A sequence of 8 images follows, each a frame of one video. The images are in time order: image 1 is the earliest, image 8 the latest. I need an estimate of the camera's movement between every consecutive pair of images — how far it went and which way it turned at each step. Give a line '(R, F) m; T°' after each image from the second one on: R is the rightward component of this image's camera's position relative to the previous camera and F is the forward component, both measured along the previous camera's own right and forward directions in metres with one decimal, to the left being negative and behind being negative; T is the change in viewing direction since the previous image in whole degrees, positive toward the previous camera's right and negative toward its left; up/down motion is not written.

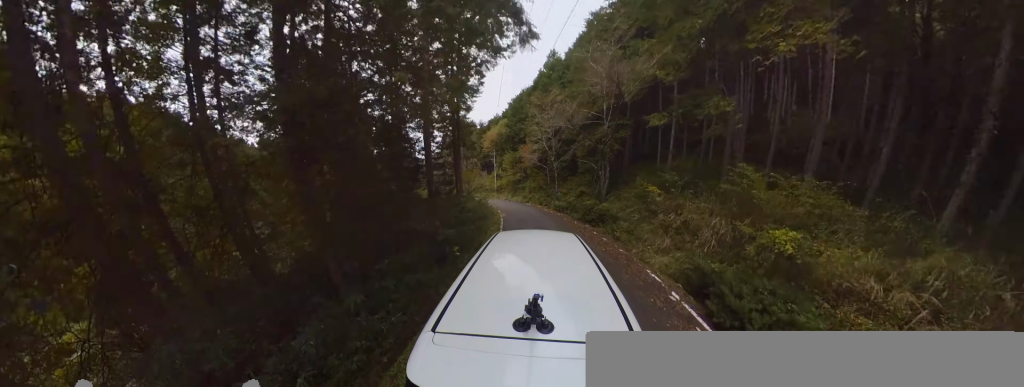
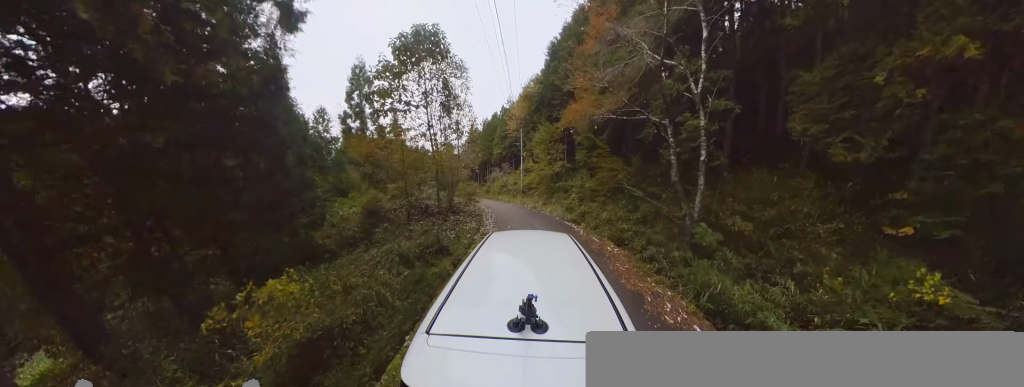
(-5.6, +14.1) m; -20°
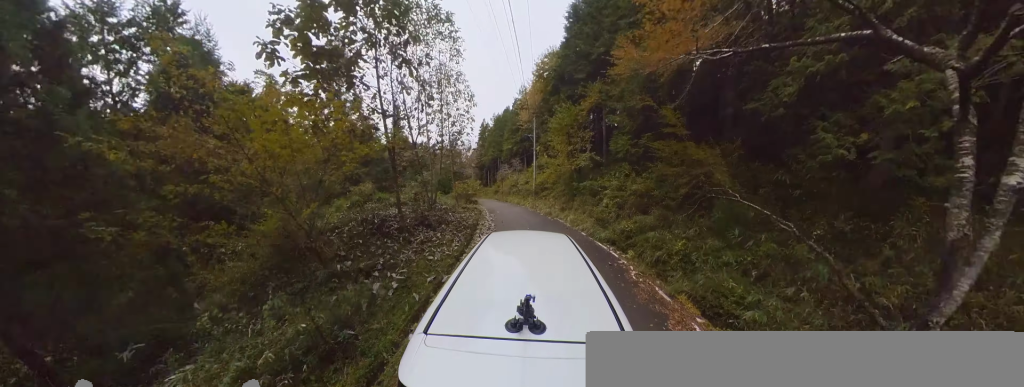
(+0.1, +4.7) m; 0°
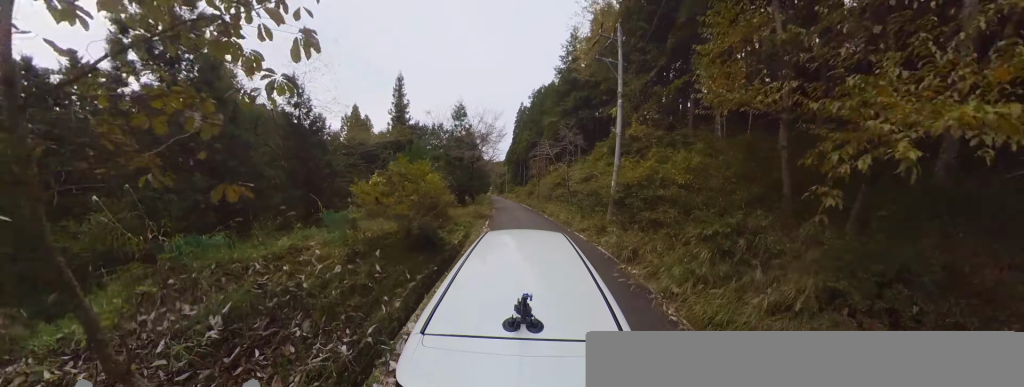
(-0.1, +14.6) m; -2°
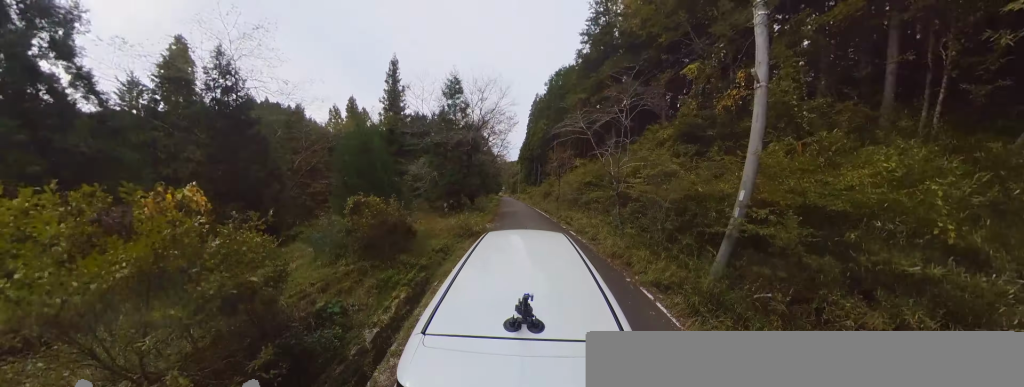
(0.0, +5.8) m; +1°
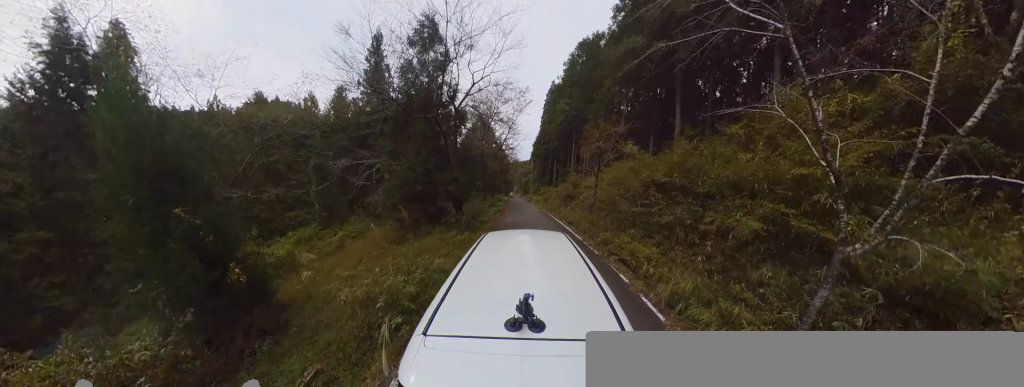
(+0.1, +6.9) m; +2°
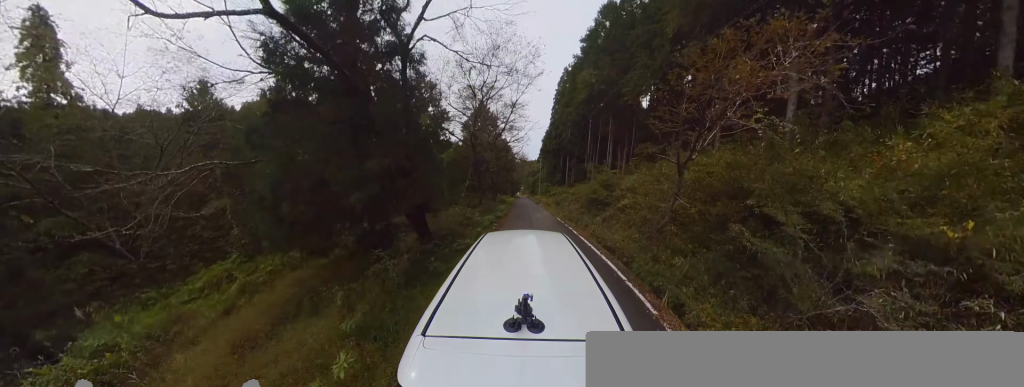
(+0.1, +5.8) m; +1°
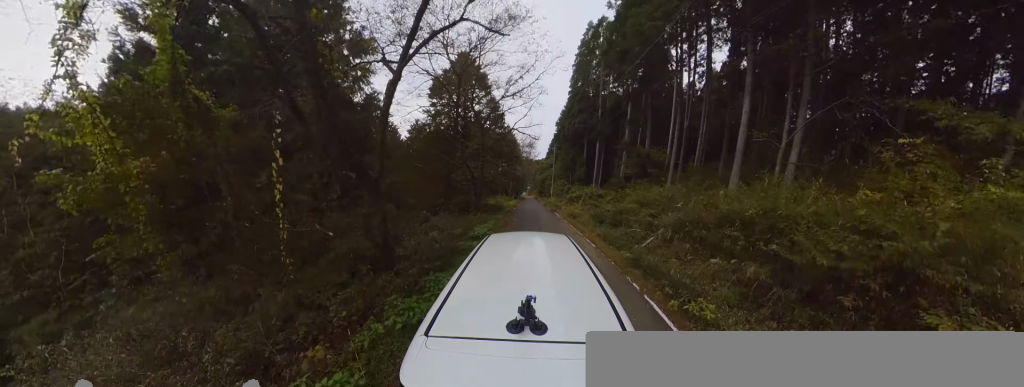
(-0.8, +12.9) m; -11°
